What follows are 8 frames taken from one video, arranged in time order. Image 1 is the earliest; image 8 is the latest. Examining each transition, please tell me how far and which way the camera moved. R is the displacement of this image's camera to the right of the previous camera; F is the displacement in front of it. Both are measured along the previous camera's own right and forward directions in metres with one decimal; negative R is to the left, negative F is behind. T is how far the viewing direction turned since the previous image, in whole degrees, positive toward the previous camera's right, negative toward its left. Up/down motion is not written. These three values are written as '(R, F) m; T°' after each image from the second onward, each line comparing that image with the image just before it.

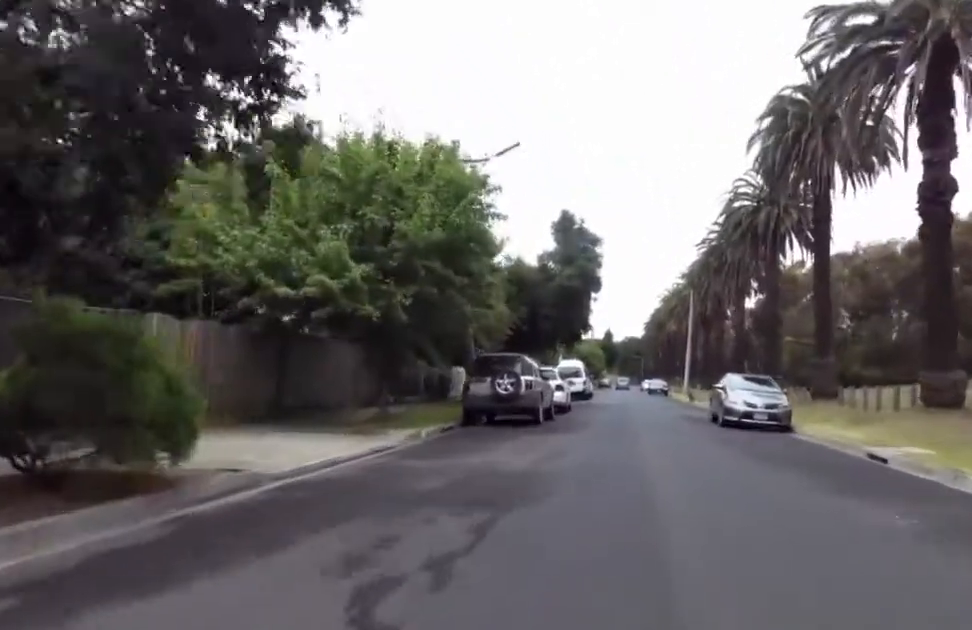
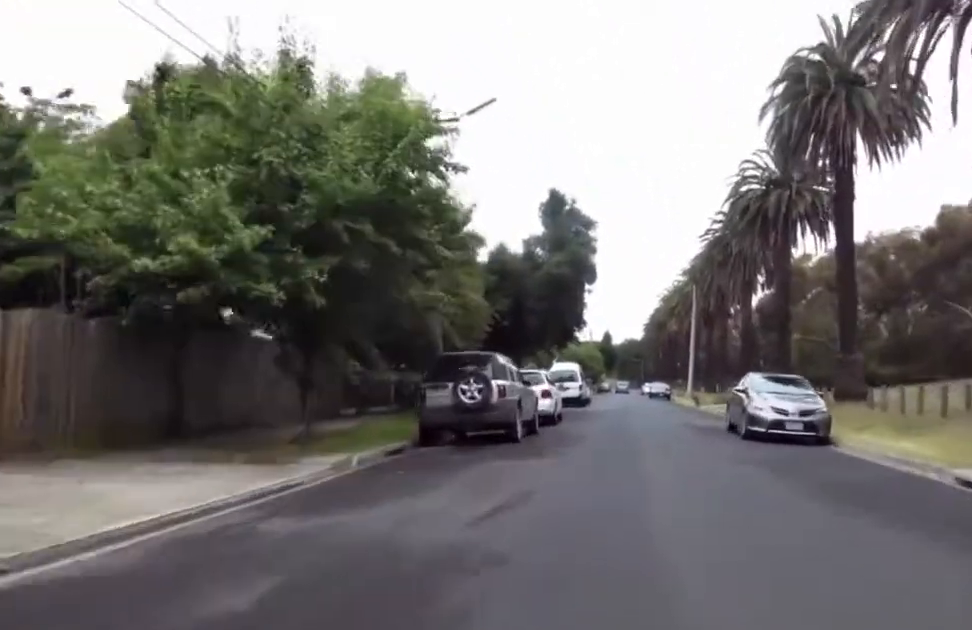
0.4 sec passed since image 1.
(0.0, +3.7) m; 0°
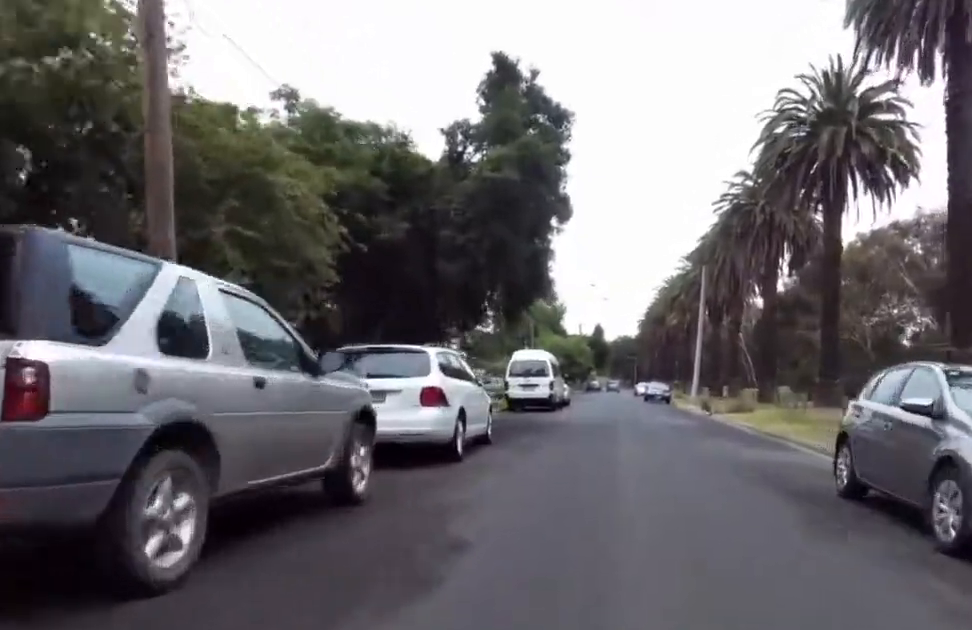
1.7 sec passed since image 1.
(0.0, +10.5) m; -1°
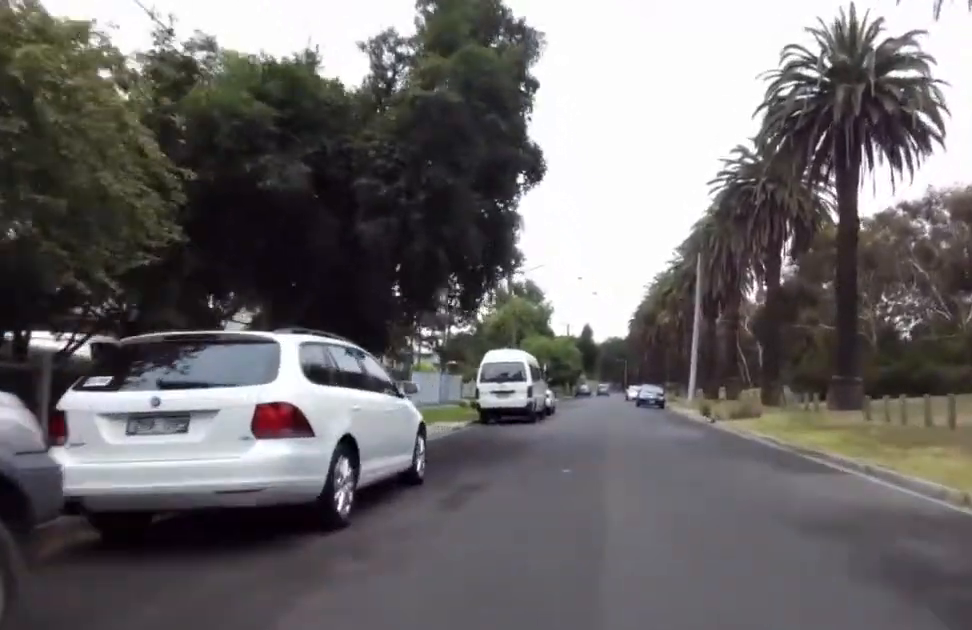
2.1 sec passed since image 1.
(-0.5, +3.7) m; +1°
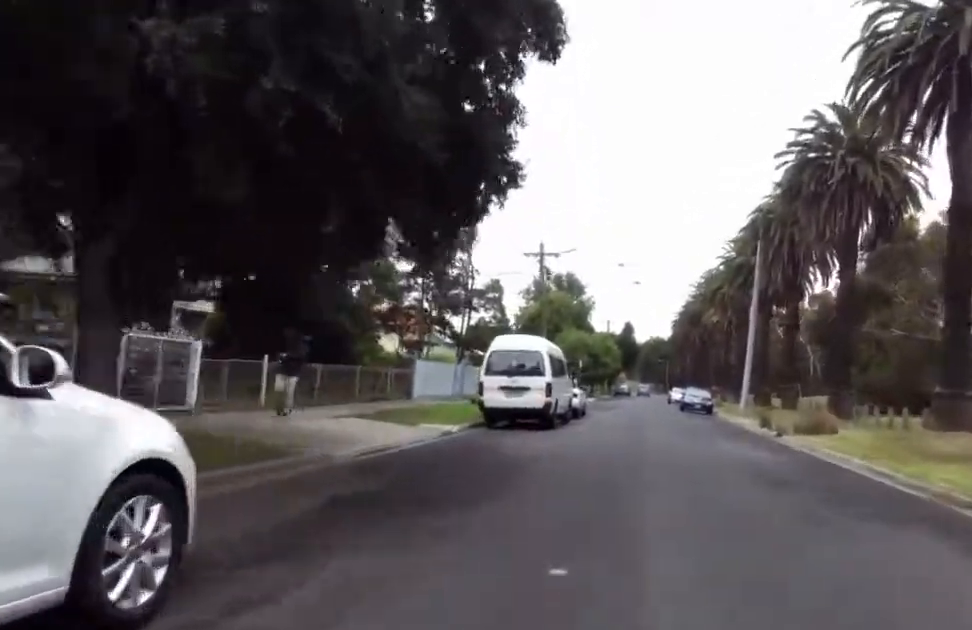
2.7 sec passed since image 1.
(+0.6, +5.2) m; 0°
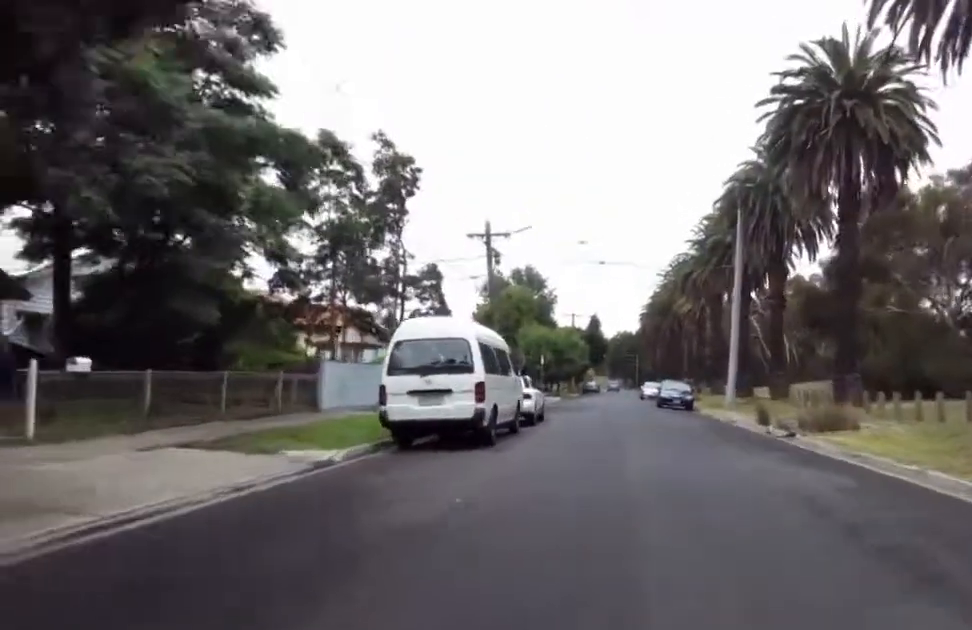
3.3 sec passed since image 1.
(+0.4, +5.0) m; 0°
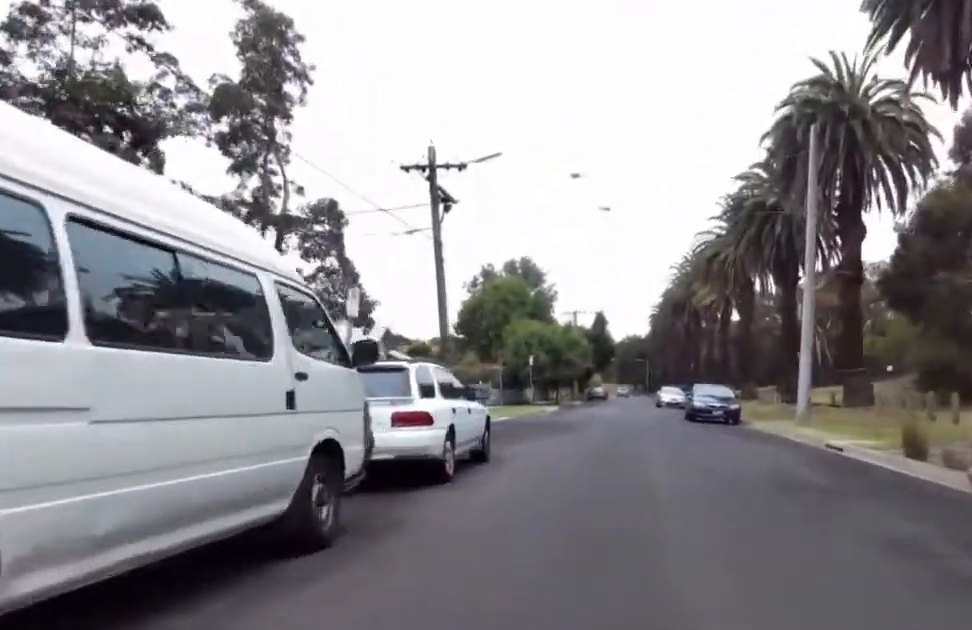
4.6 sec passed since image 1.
(-0.6, +11.1) m; +2°
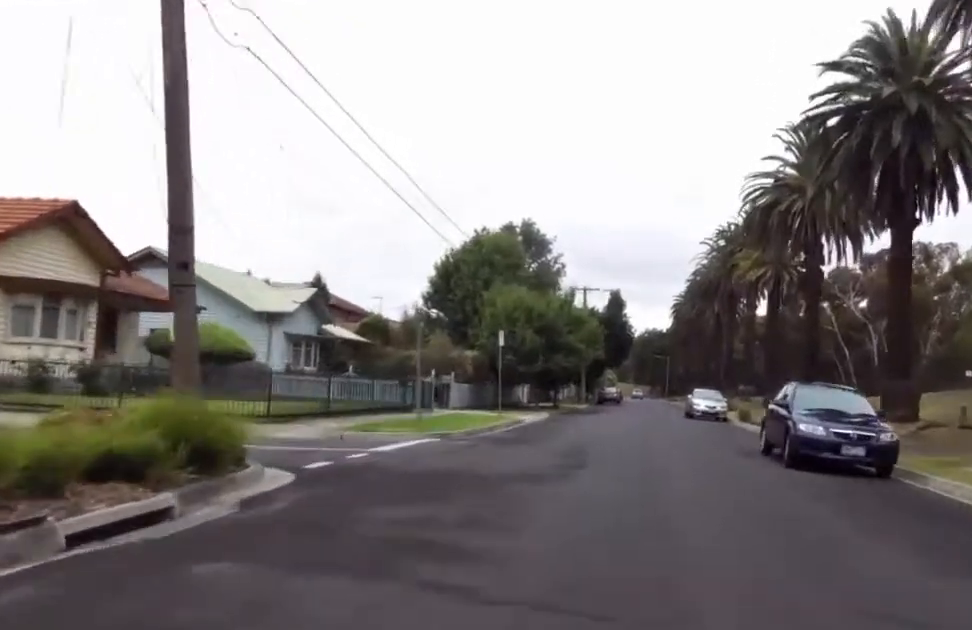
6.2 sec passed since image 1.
(+0.9, +13.5) m; -2°
